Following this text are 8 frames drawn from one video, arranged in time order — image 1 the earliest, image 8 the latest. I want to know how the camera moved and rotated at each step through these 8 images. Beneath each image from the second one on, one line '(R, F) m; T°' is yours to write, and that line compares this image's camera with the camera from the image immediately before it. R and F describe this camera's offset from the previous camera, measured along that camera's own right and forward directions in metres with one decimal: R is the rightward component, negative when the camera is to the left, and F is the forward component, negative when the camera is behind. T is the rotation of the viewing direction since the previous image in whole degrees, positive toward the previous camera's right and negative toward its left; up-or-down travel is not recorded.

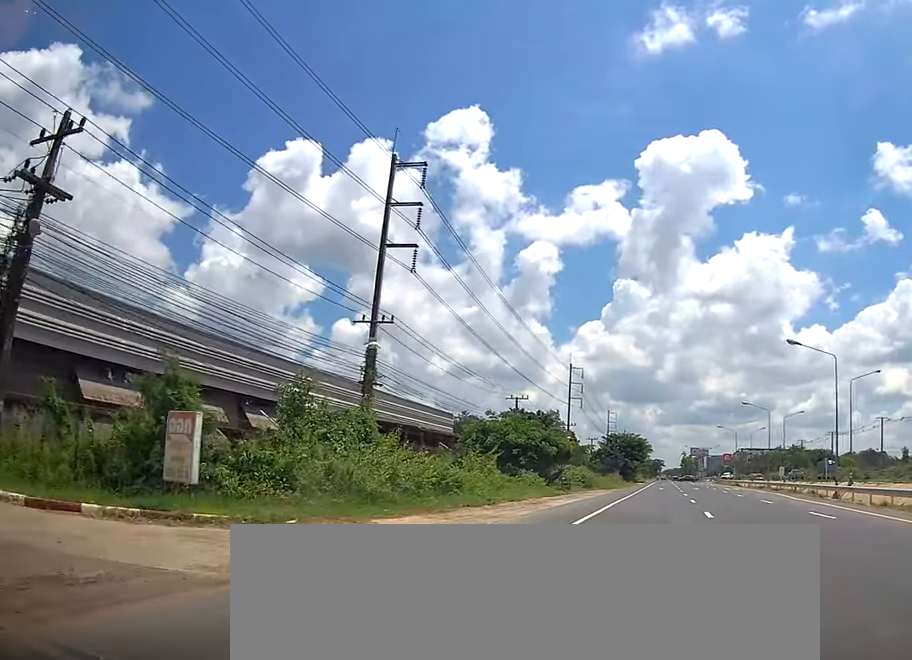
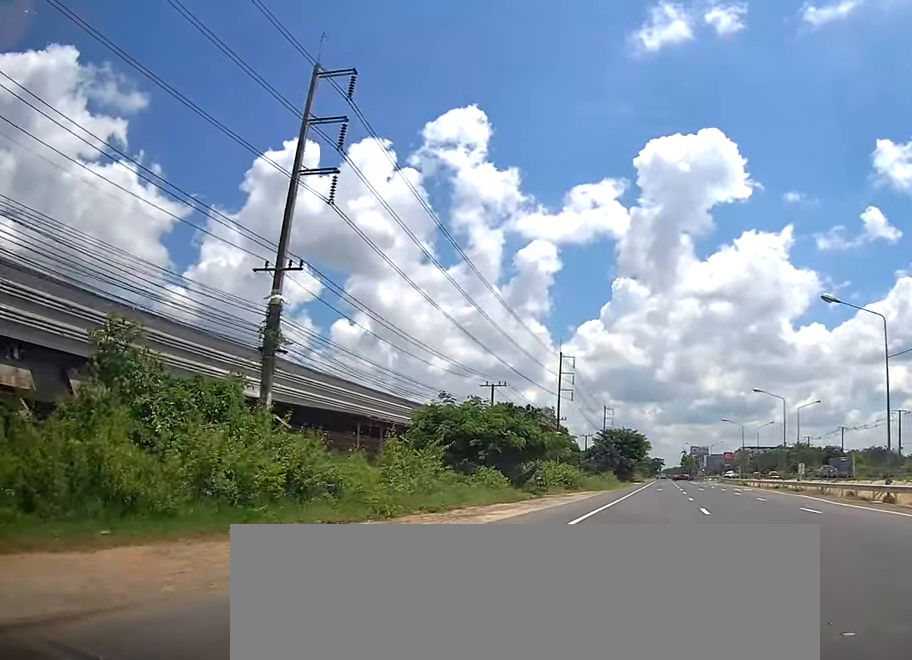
(-0.1, +11.0) m; 0°
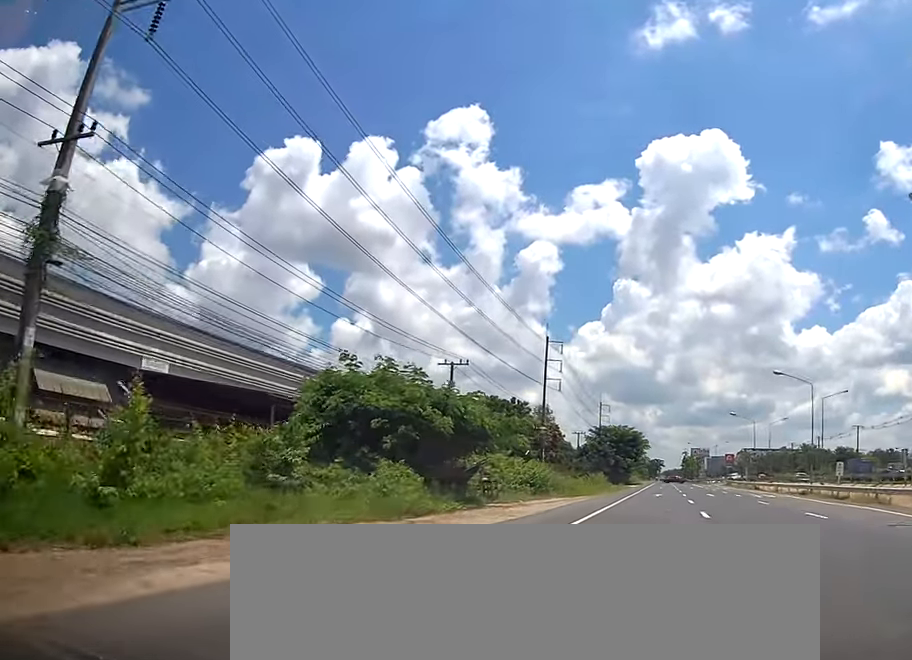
(-0.4, +13.6) m; 0°
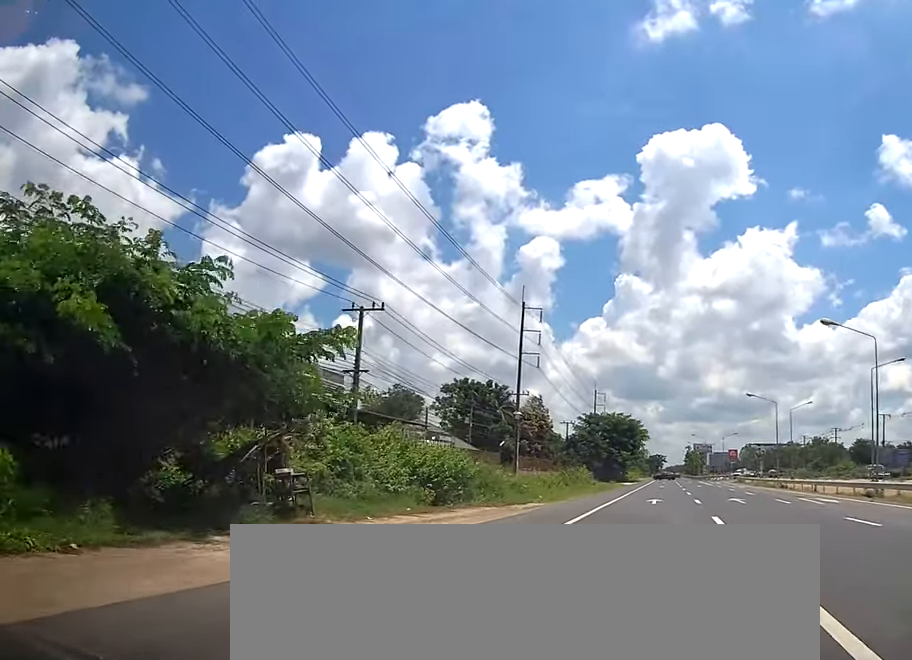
(+0.3, +17.8) m; 0°
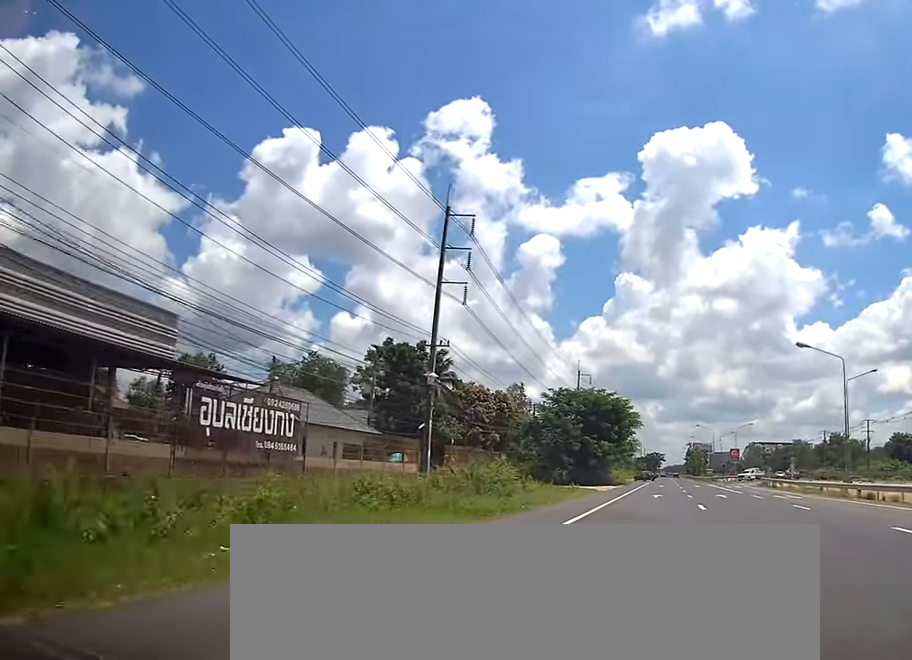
(-0.3, +30.1) m; 0°
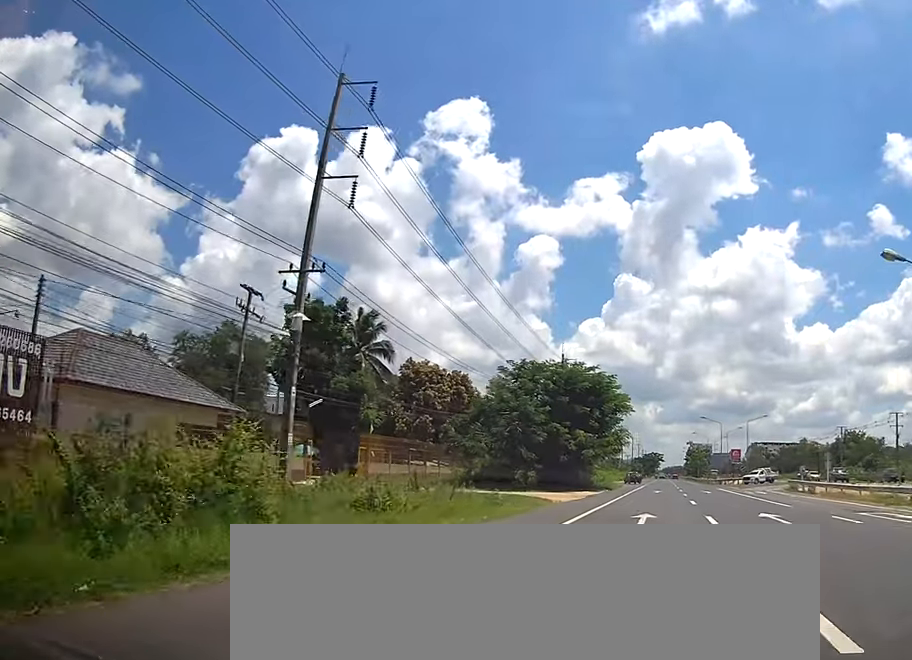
(+0.6, +19.8) m; 0°
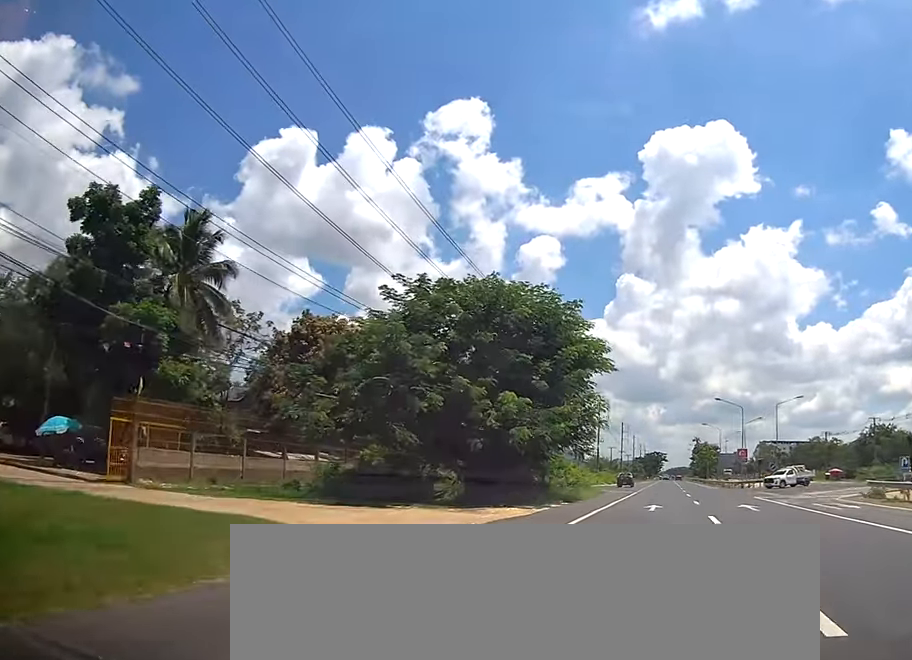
(-0.5, +25.1) m; 0°
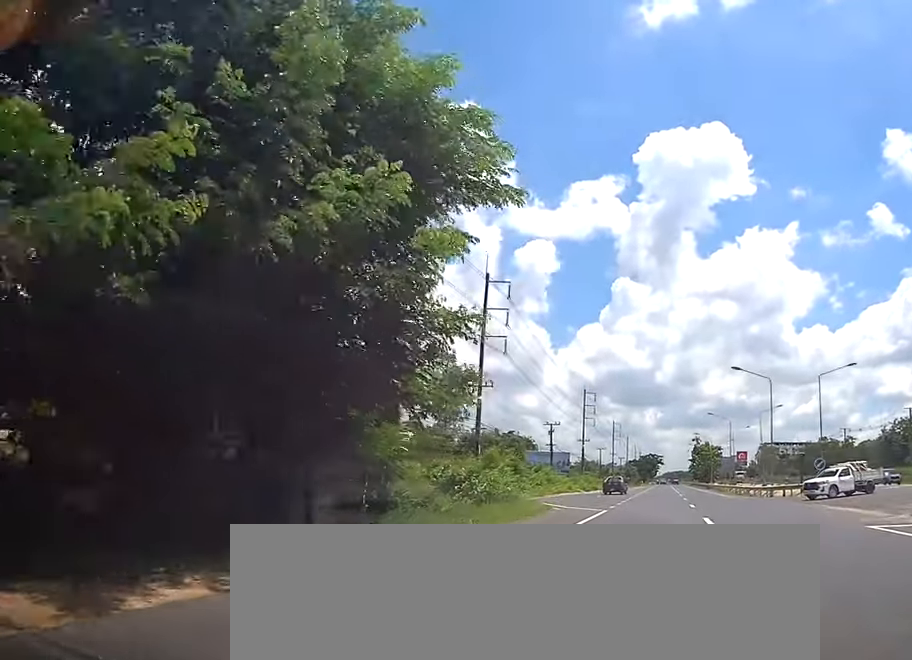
(+0.7, +24.0) m; 0°
